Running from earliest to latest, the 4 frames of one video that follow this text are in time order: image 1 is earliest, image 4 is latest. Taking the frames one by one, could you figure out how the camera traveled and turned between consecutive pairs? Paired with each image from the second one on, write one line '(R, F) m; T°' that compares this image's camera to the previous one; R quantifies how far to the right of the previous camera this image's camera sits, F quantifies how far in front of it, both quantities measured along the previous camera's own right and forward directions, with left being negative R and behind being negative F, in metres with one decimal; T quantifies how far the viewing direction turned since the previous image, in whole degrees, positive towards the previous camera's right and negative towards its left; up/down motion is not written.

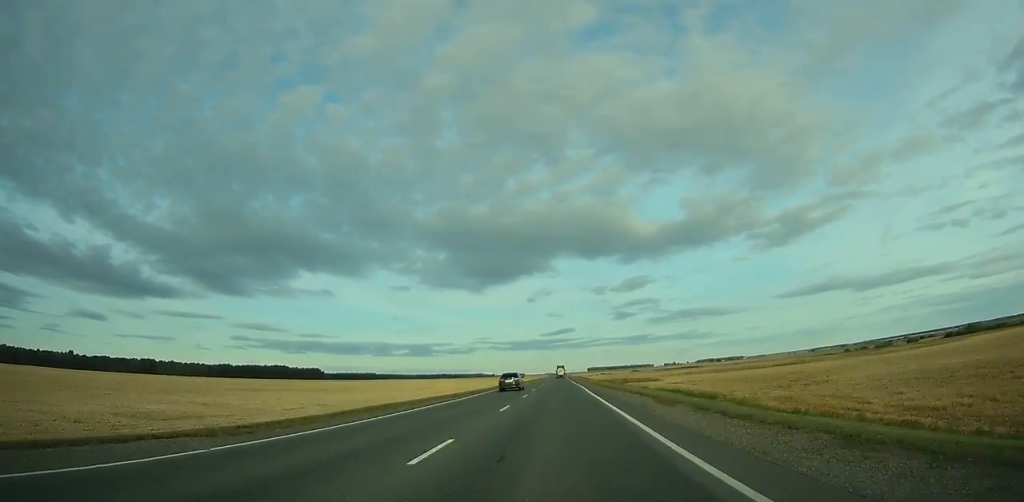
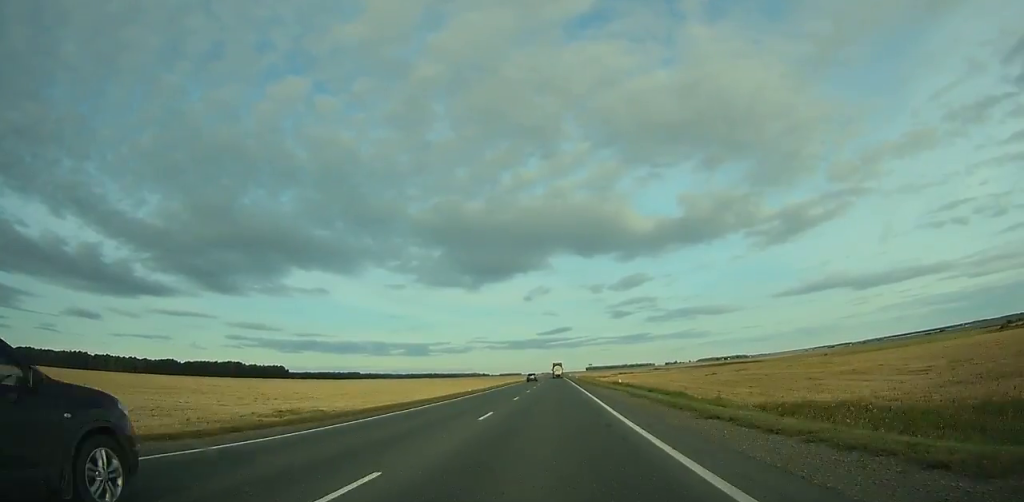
(0.0, +172.2) m; 0°
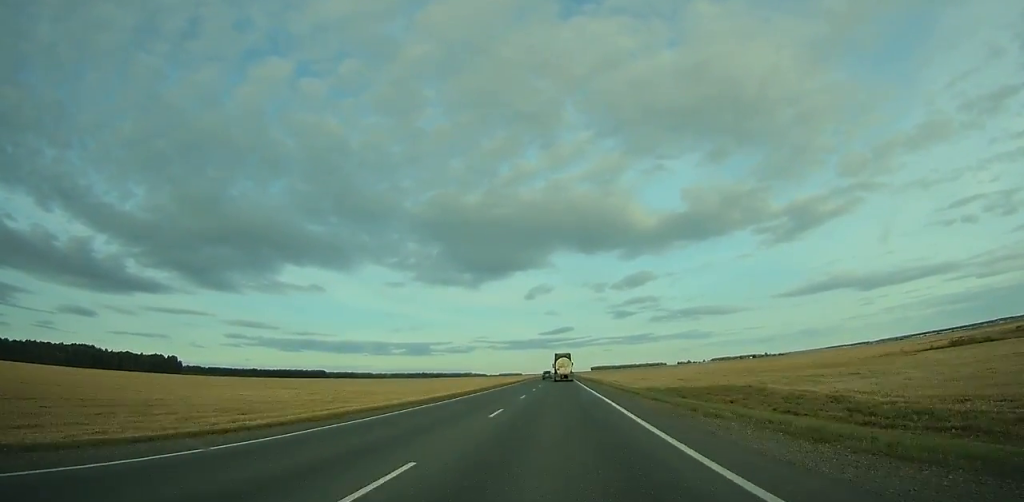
(-1.0, +354.6) m; 0°
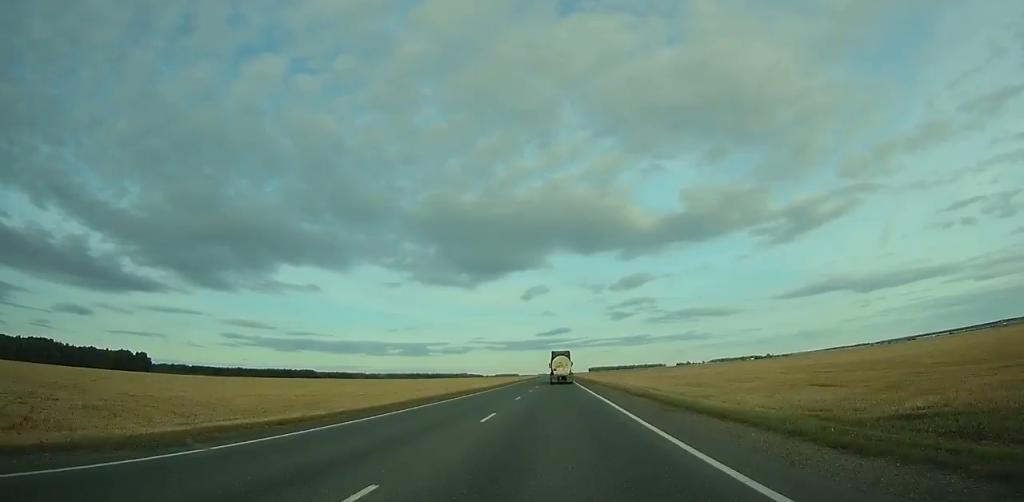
(0.0, +61.6) m; 0°
